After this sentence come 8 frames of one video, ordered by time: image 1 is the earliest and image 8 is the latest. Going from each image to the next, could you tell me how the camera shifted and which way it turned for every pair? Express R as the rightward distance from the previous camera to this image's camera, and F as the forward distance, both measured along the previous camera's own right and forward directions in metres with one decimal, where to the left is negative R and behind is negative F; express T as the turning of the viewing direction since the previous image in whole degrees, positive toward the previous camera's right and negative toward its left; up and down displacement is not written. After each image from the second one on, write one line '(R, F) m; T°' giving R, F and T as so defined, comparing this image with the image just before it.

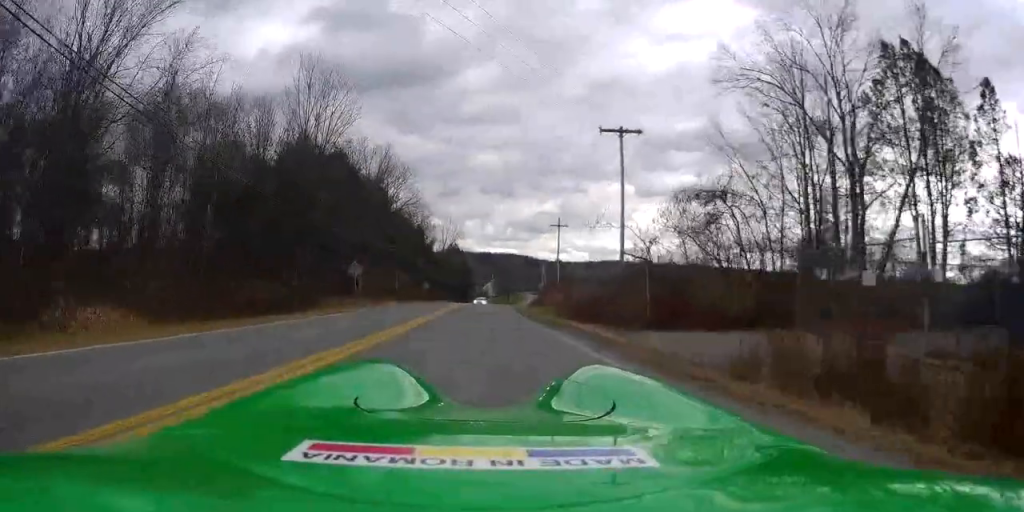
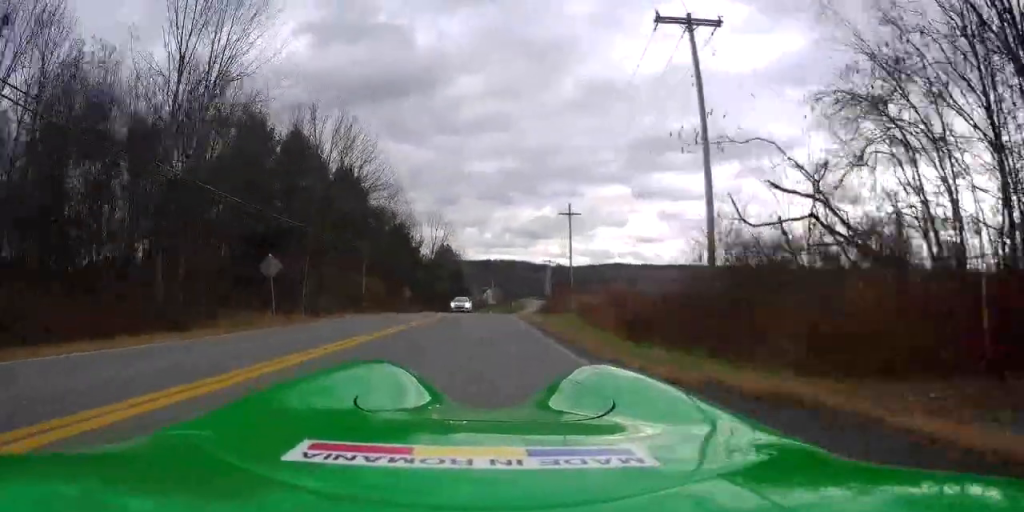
(-0.3, +14.0) m; -3°
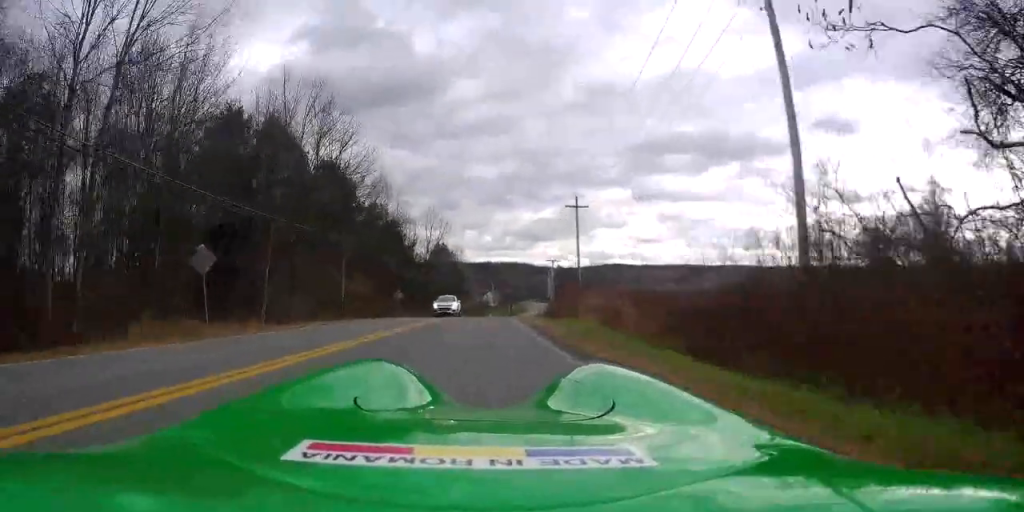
(-0.1, +5.9) m; -1°
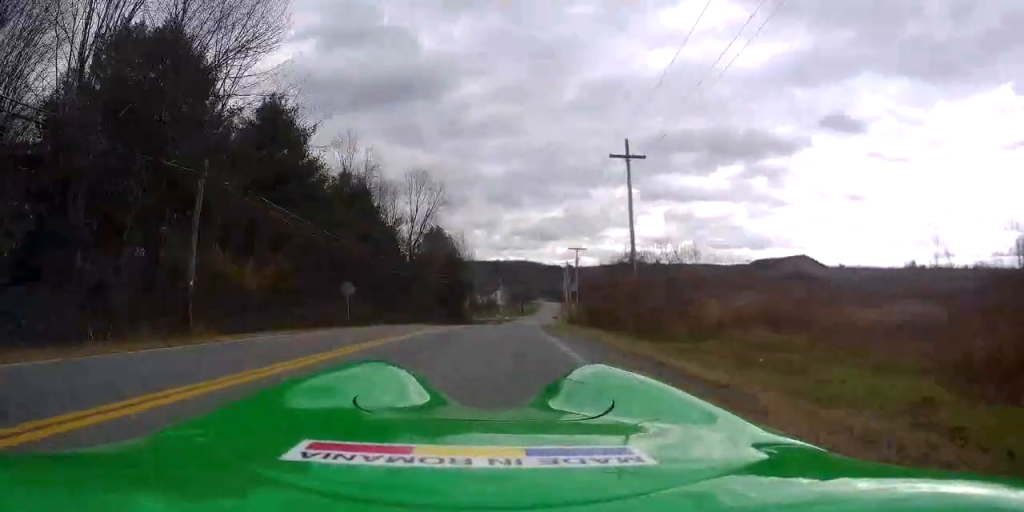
(-0.2, +20.3) m; -1°
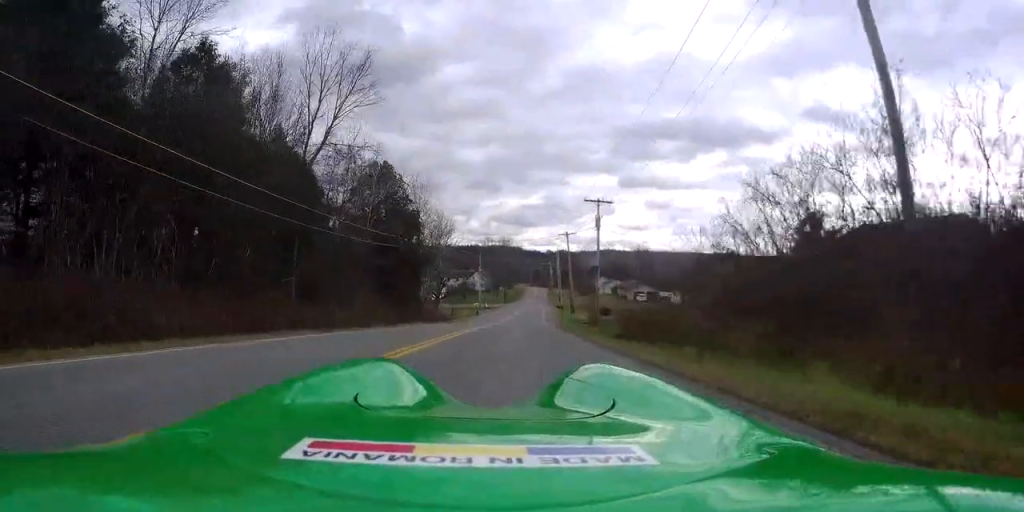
(+0.2, +26.9) m; -1°
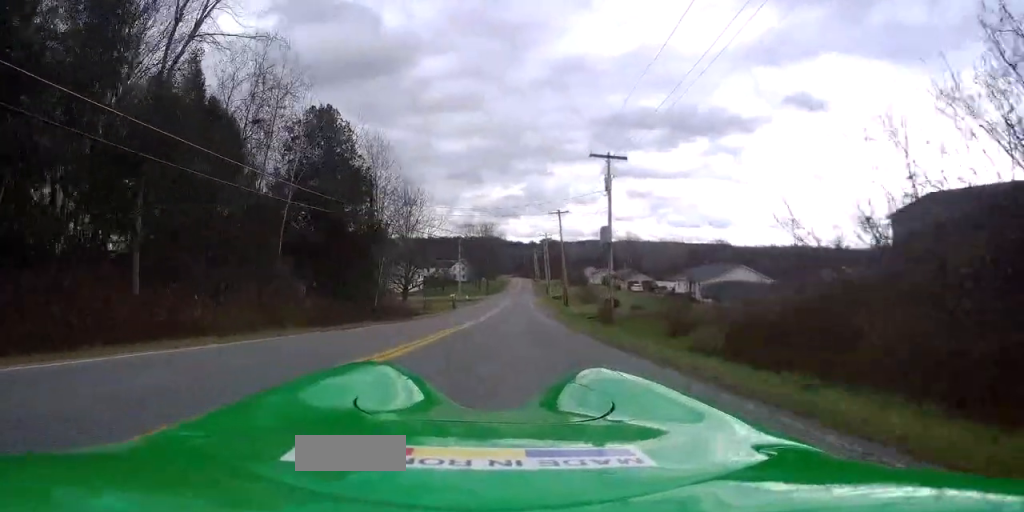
(-0.6, +11.6) m; +3°
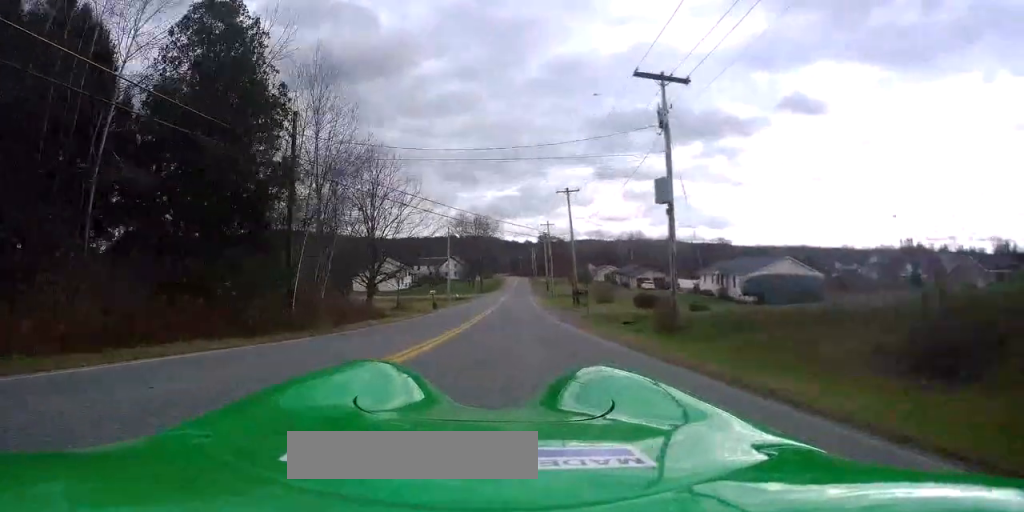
(+1.2, +13.3) m; +3°
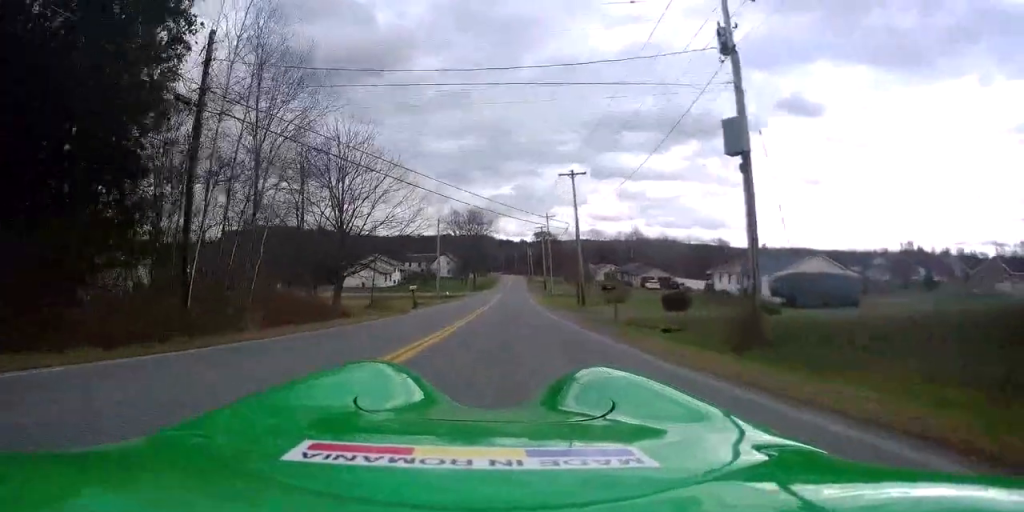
(-0.1, +7.5) m; 0°
